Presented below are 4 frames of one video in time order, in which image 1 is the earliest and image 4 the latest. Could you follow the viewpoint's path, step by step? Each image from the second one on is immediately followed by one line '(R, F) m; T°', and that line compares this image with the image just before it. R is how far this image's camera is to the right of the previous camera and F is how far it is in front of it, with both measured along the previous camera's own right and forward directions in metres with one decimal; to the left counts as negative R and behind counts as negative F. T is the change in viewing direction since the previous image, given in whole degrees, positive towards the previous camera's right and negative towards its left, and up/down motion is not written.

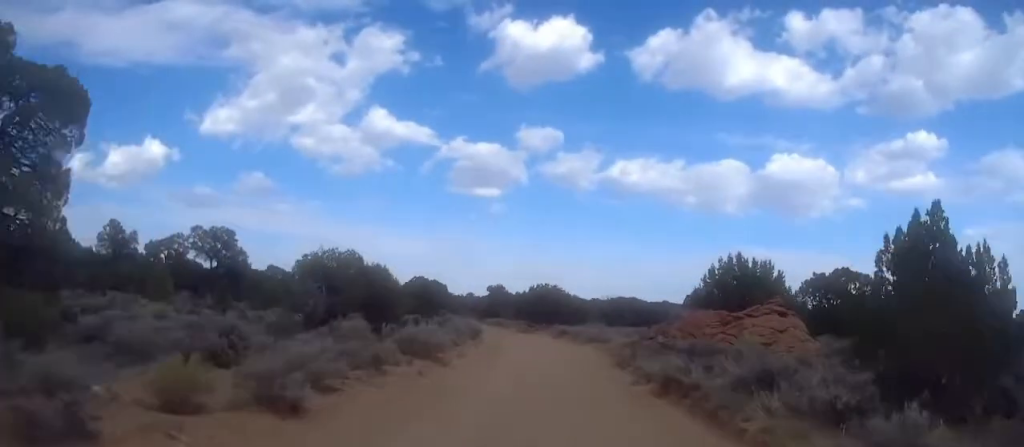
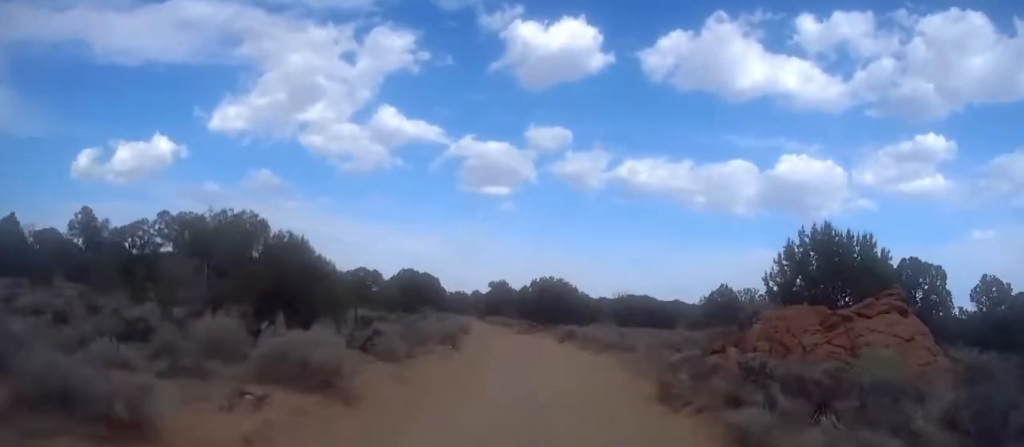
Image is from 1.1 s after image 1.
(-0.1, +9.1) m; -1°
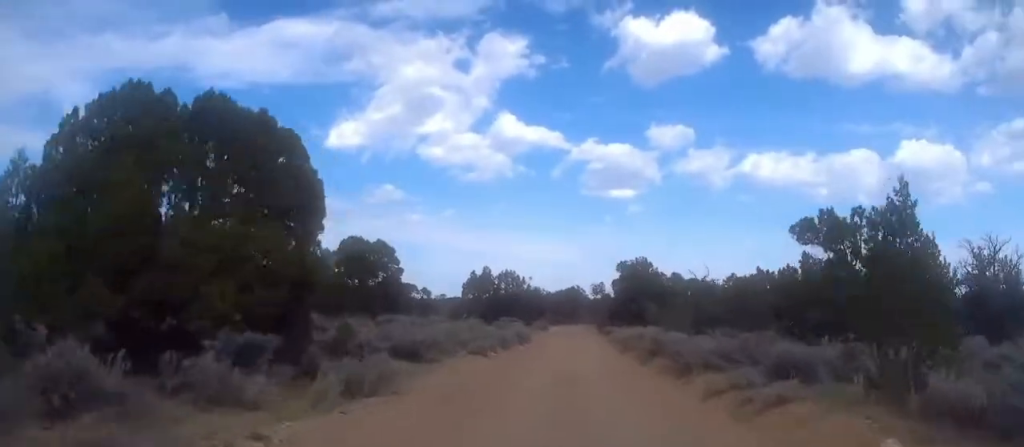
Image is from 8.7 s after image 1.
(-6.5, +61.6) m; -11°
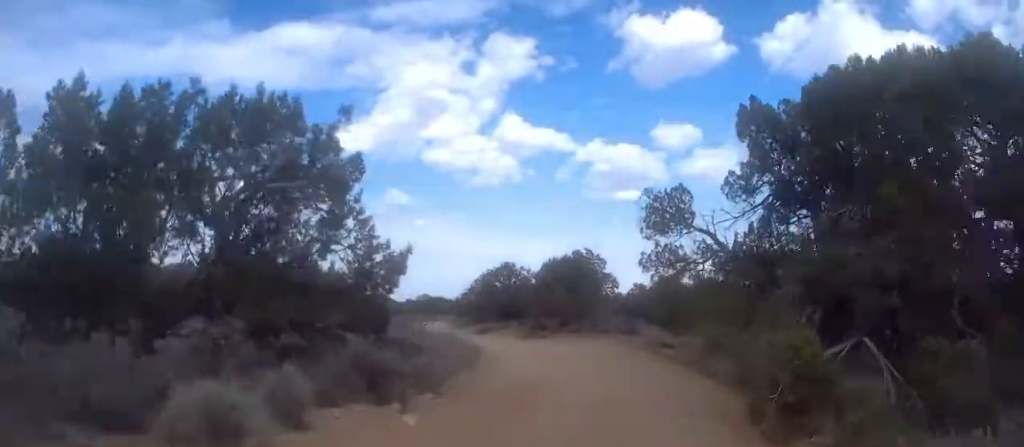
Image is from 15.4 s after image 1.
(-1.4, +56.2) m; -2°
